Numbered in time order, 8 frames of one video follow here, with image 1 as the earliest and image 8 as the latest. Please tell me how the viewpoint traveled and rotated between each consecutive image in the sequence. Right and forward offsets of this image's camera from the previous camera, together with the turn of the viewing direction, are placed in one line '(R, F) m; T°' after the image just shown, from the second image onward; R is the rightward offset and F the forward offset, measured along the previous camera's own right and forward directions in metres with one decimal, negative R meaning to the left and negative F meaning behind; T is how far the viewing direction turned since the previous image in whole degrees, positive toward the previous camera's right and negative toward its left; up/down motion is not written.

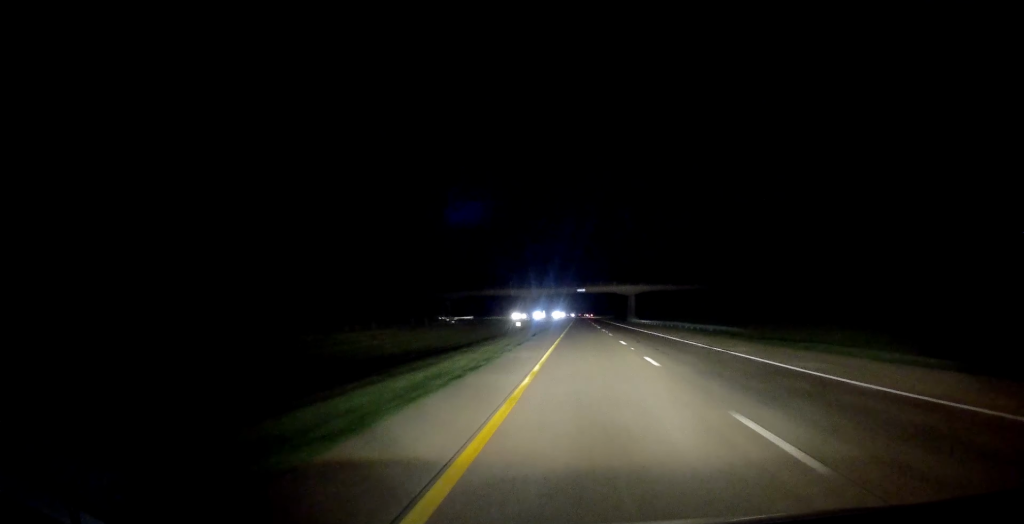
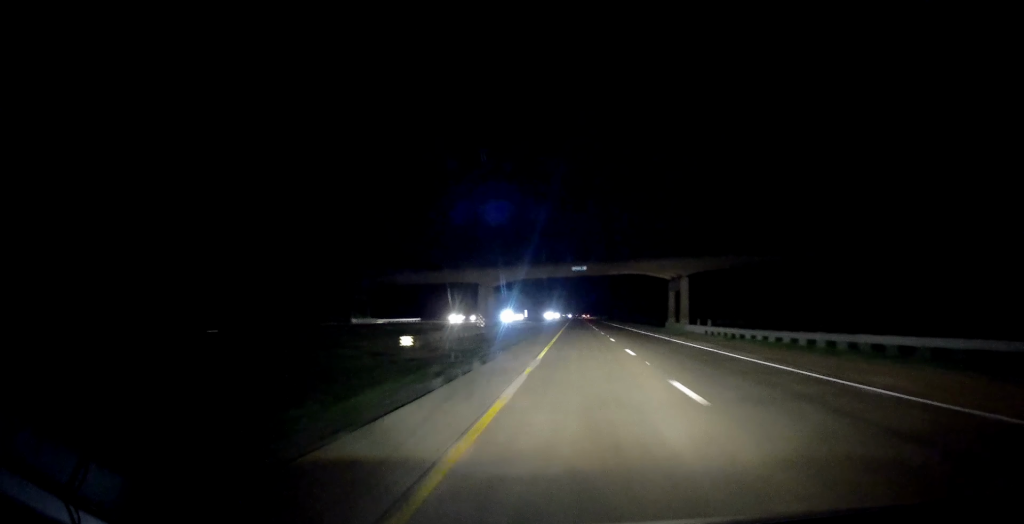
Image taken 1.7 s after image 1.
(+0.2, +56.9) m; 0°
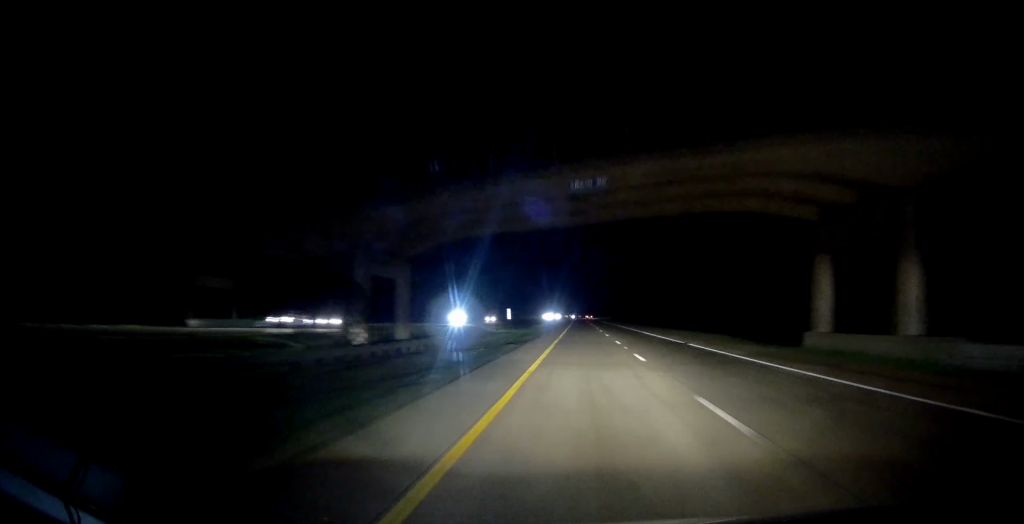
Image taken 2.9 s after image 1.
(-0.2, +38.7) m; 0°
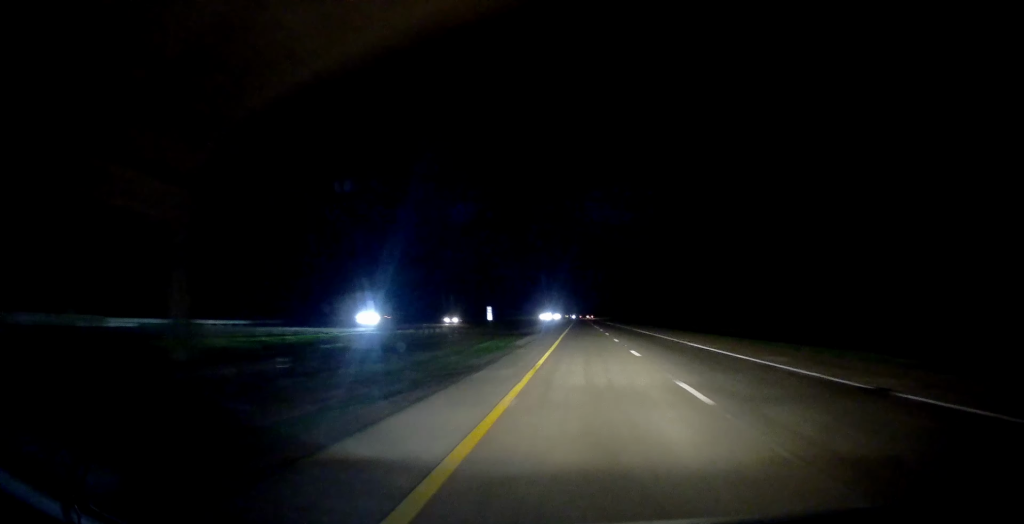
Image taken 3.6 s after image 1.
(0.0, +21.4) m; 0°
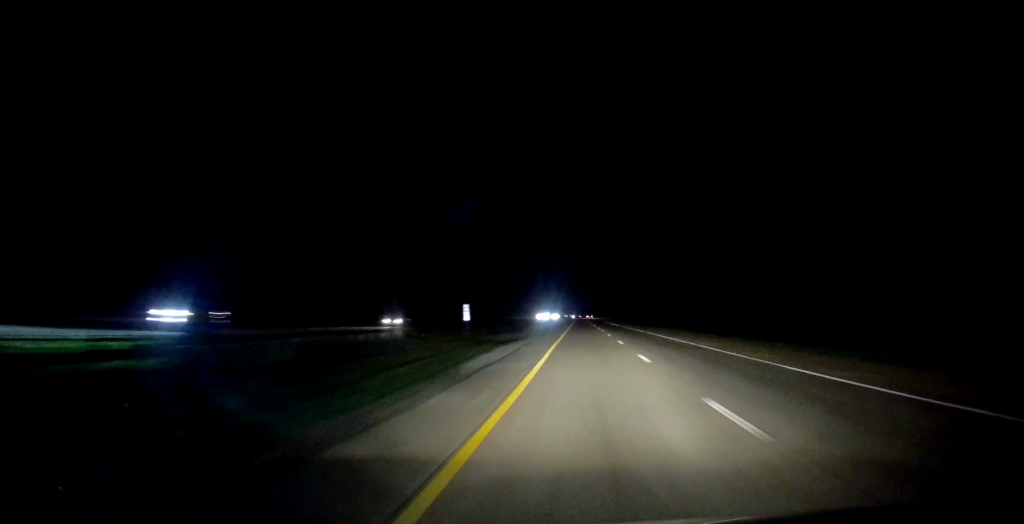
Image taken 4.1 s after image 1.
(-0.1, +15.1) m; 0°
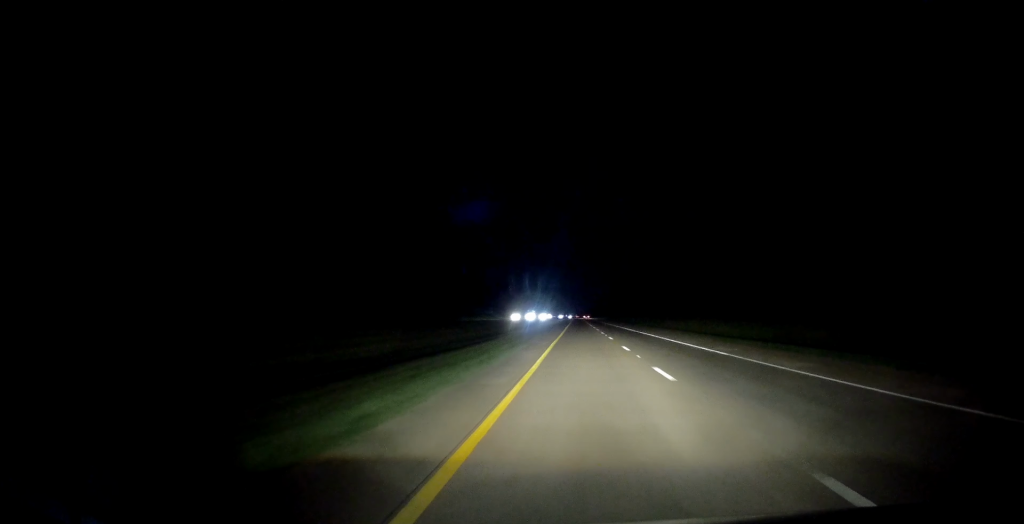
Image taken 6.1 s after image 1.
(+0.5, +65.8) m; +1°
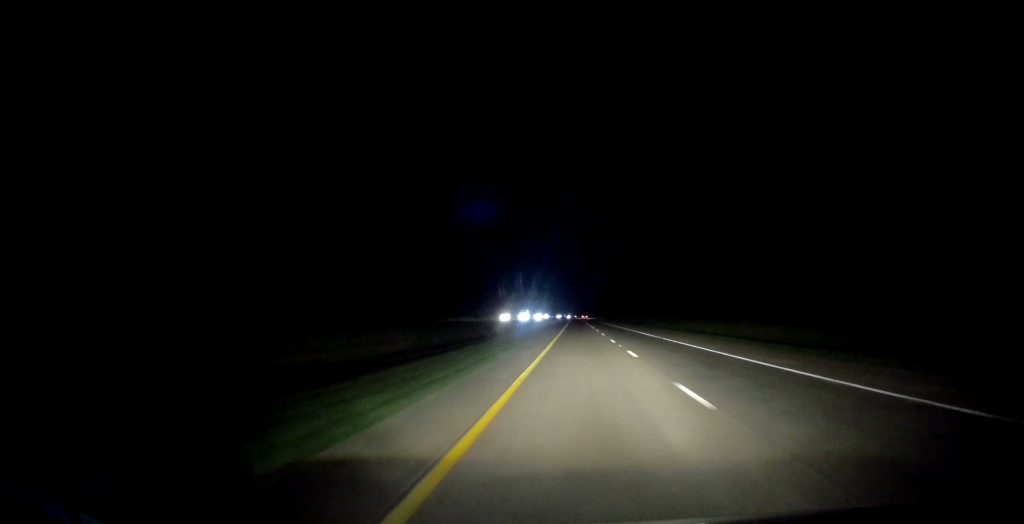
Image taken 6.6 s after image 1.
(+0.1, +16.2) m; 0°
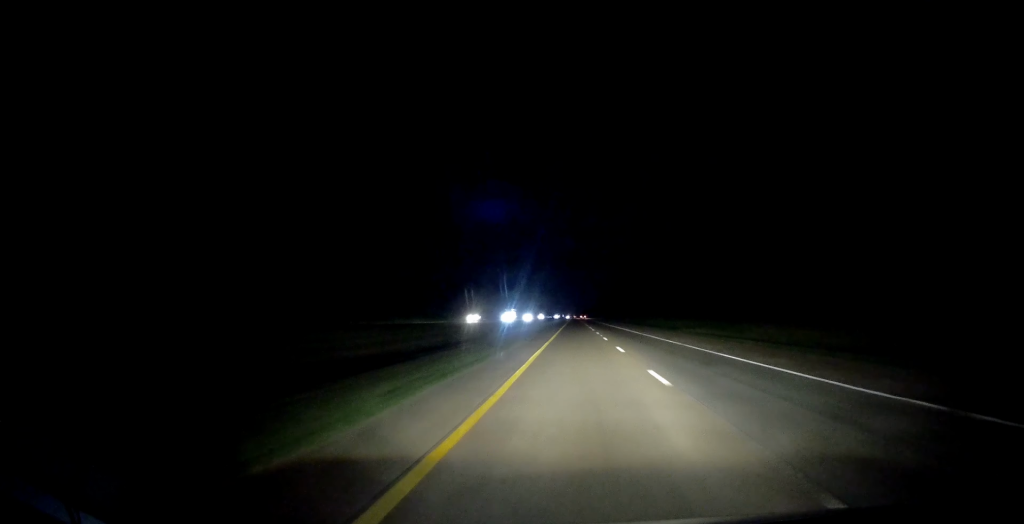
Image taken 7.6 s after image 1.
(-0.2, +32.6) m; 0°
